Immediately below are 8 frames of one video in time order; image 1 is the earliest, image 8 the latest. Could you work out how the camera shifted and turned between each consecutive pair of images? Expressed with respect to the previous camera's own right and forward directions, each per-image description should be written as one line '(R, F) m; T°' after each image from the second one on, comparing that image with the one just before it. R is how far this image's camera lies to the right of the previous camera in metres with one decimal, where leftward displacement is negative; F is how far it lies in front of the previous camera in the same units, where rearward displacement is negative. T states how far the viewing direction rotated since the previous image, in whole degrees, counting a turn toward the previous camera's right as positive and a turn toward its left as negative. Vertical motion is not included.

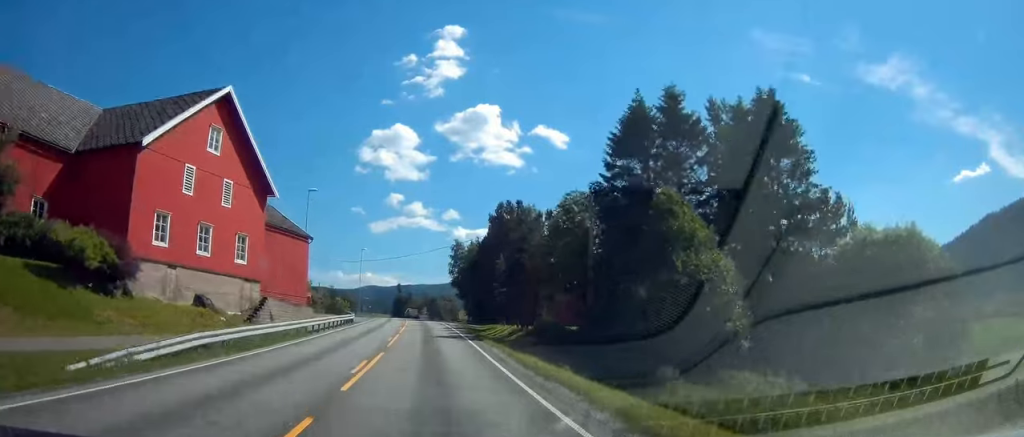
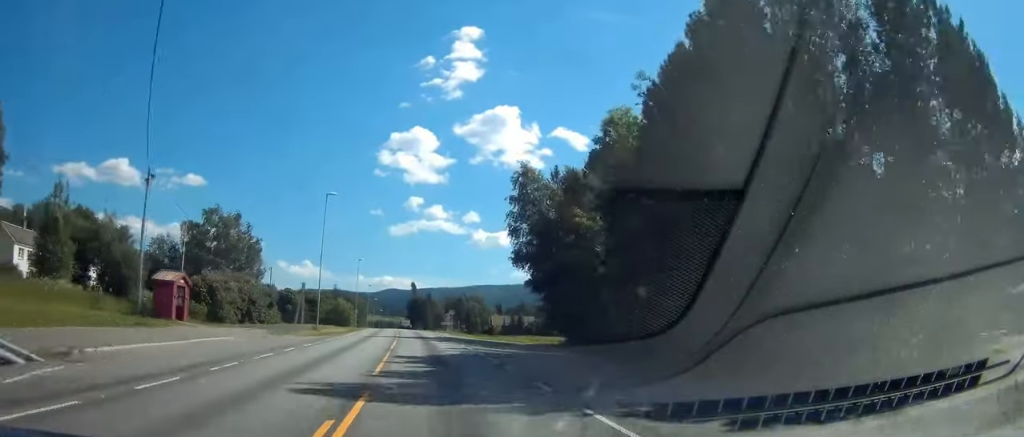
(-0.9, +54.1) m; -2°
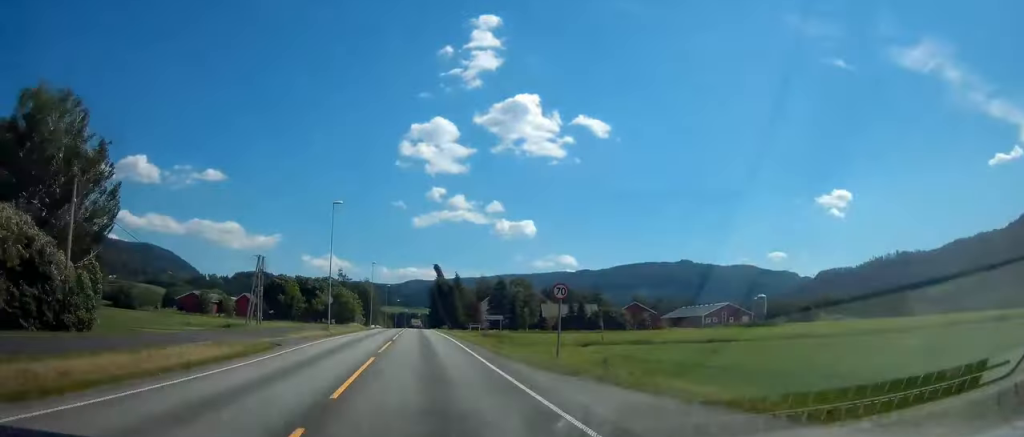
(-0.2, +49.9) m; 0°
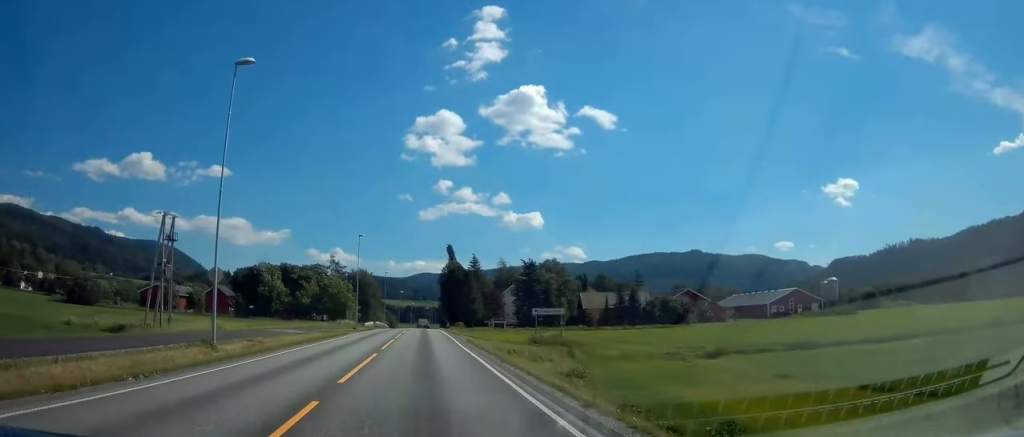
(0.0, +33.0) m; 0°
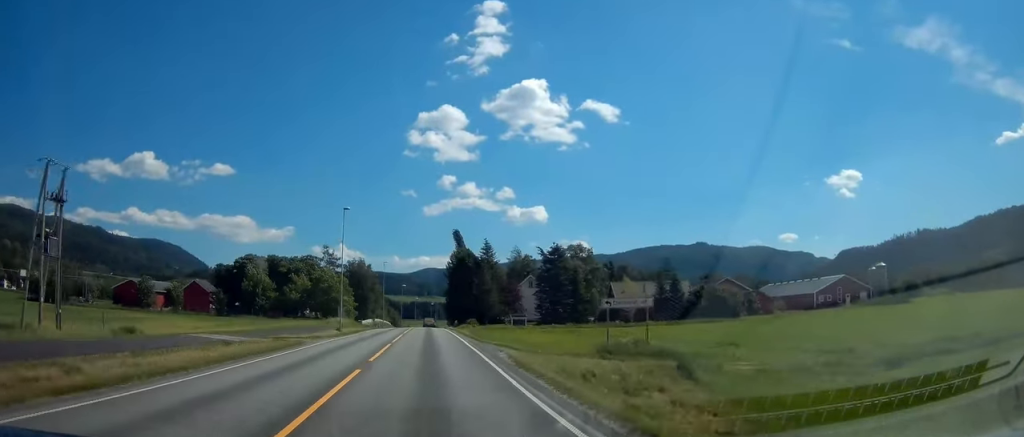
(0.0, +19.1) m; 0°
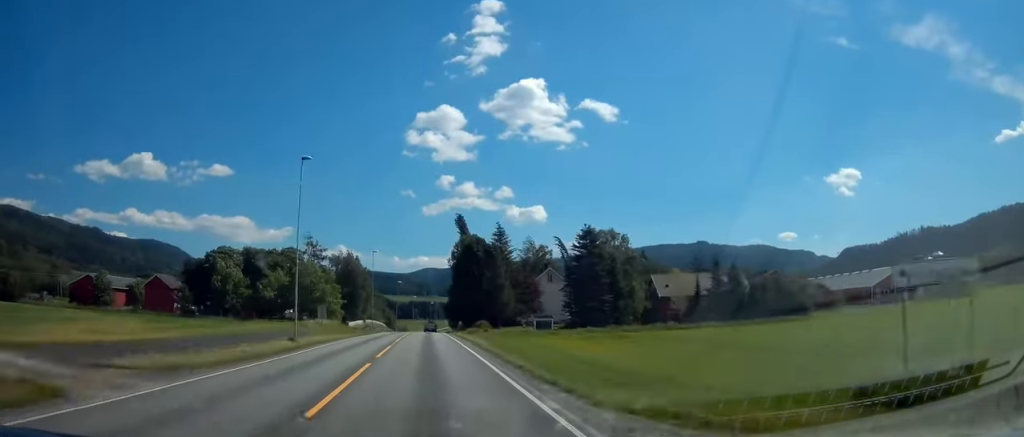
(0.0, +20.9) m; -1°
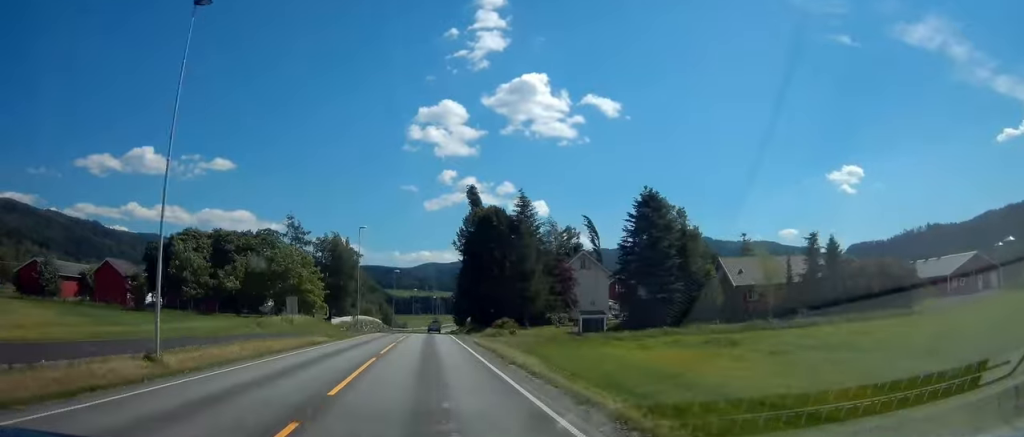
(0.0, +22.3) m; -1°
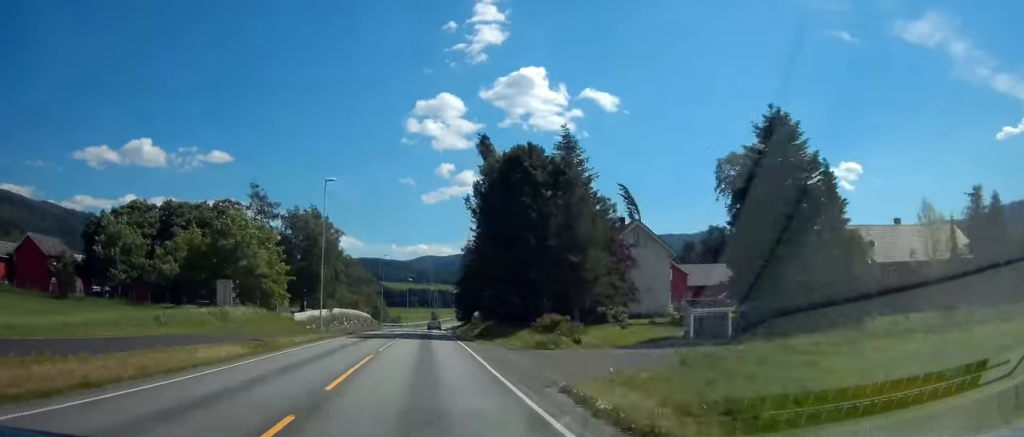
(-0.4, +24.1) m; -1°
